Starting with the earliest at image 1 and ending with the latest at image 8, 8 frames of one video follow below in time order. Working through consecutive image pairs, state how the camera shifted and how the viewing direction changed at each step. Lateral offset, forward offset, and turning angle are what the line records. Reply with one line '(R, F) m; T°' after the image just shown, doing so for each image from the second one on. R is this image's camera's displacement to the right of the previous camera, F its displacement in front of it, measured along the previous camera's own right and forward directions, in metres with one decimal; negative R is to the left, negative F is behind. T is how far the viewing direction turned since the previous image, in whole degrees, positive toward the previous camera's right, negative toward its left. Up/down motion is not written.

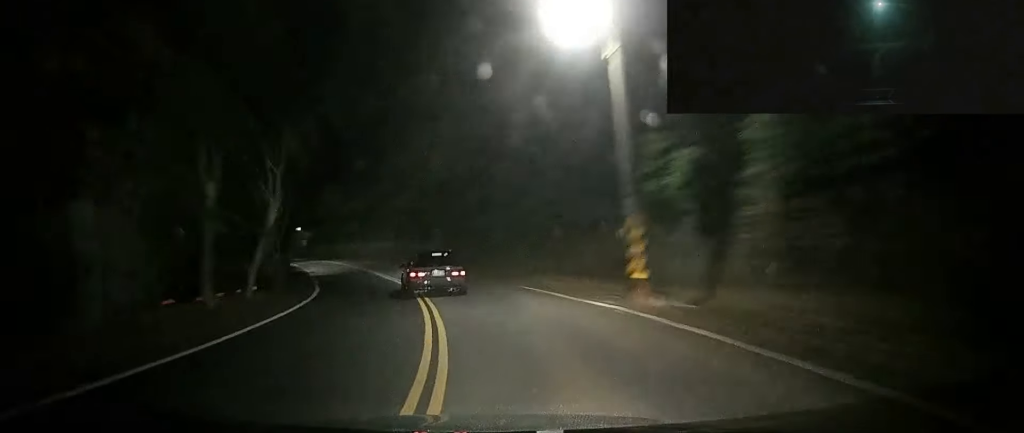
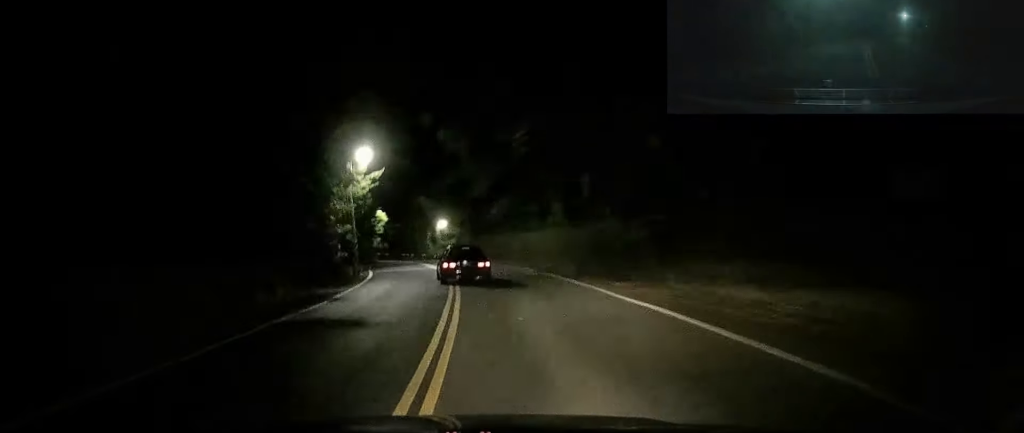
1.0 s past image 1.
(-1.3, +27.4) m; -9°
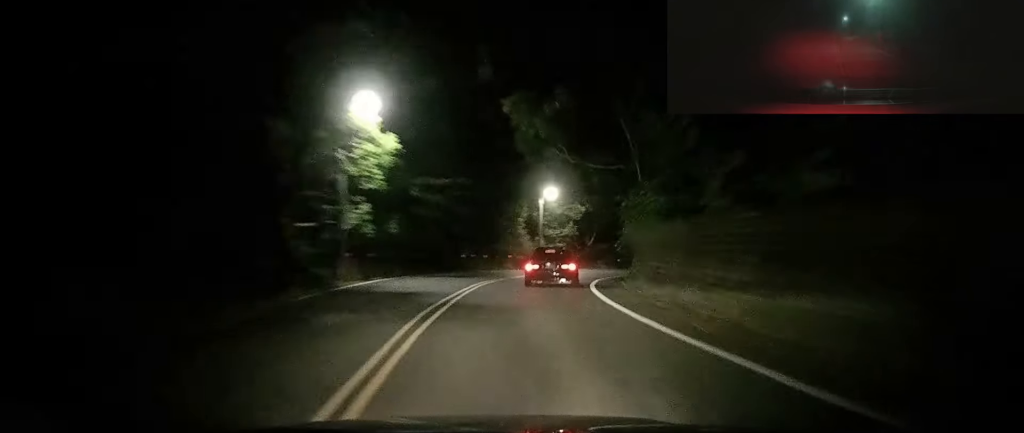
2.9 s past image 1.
(-10.3, +48.6) m; -20°
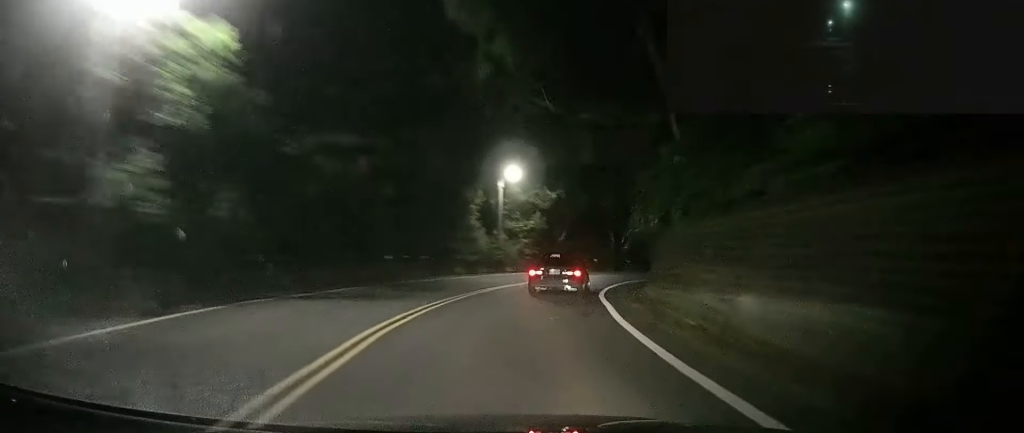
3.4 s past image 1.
(-0.3, +12.5) m; -1°
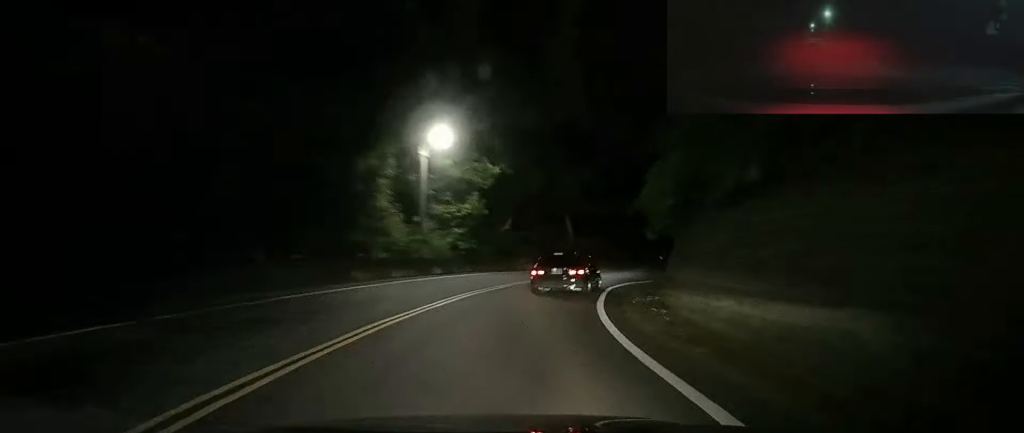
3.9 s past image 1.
(-0.1, +11.5) m; 0°
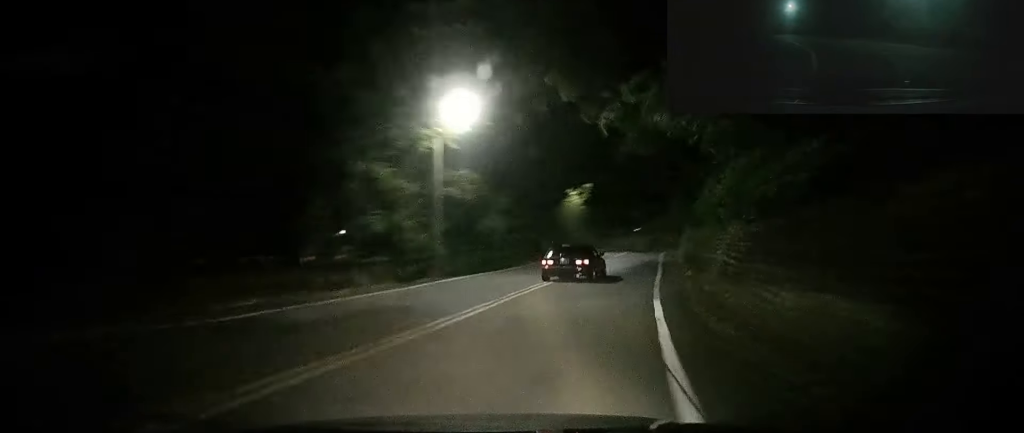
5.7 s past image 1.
(+2.6, +41.2) m; +19°
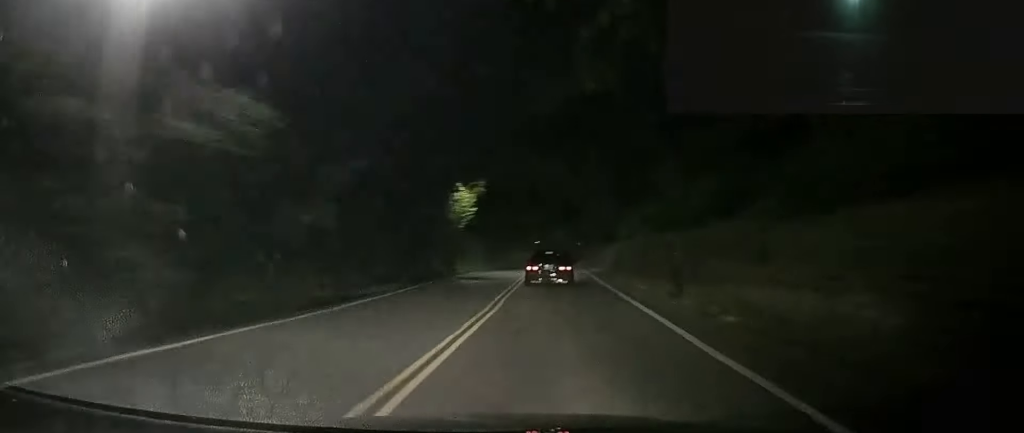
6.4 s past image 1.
(+2.5, +12.0) m; +14°
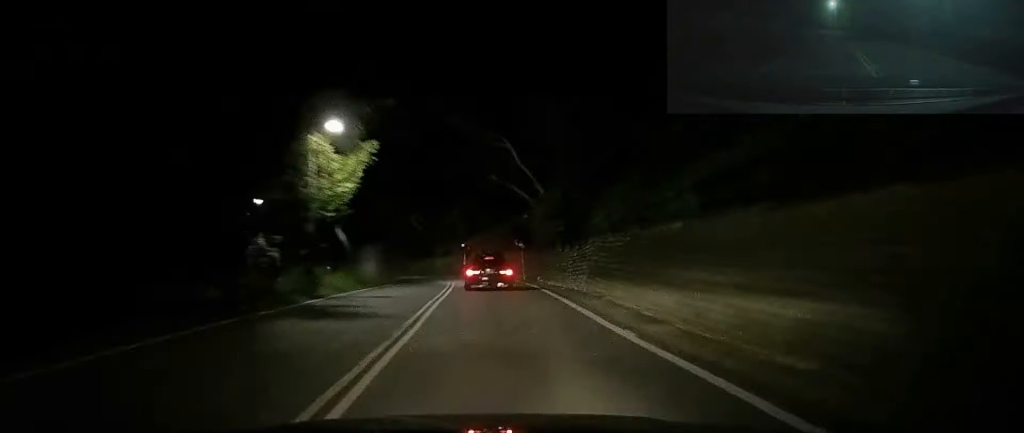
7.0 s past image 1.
(+1.5, +12.8) m; +12°
